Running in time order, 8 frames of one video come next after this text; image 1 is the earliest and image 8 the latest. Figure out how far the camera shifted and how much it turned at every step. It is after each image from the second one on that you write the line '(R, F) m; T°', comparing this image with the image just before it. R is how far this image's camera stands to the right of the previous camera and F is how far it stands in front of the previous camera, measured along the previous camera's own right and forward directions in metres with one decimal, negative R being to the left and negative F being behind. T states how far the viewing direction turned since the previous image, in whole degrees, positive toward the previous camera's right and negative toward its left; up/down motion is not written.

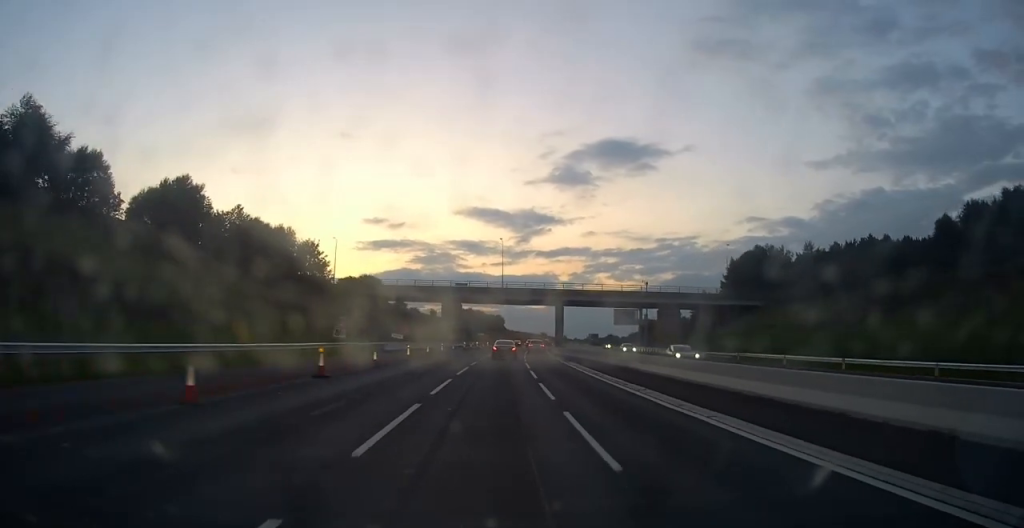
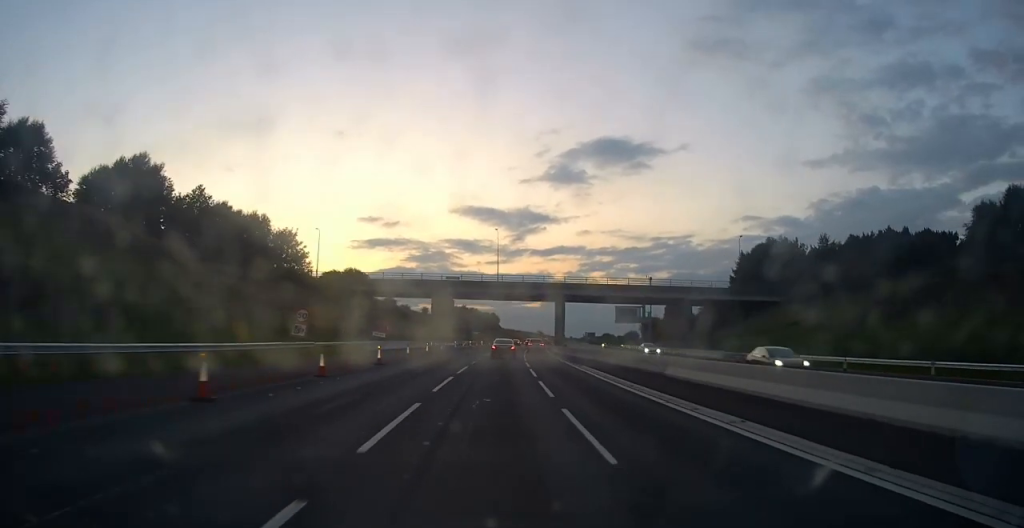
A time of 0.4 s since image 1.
(0.0, +8.7) m; +1°
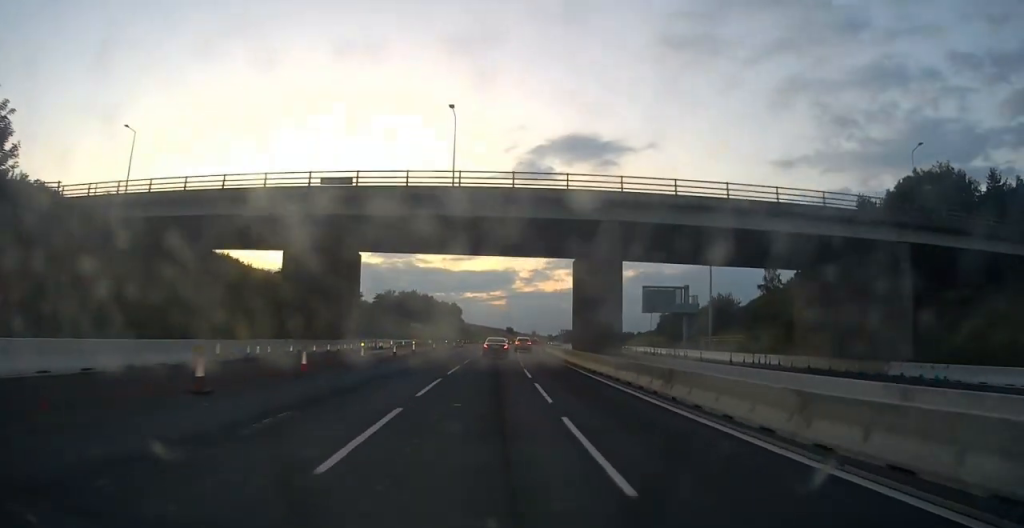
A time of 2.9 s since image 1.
(+1.3, +56.4) m; +2°
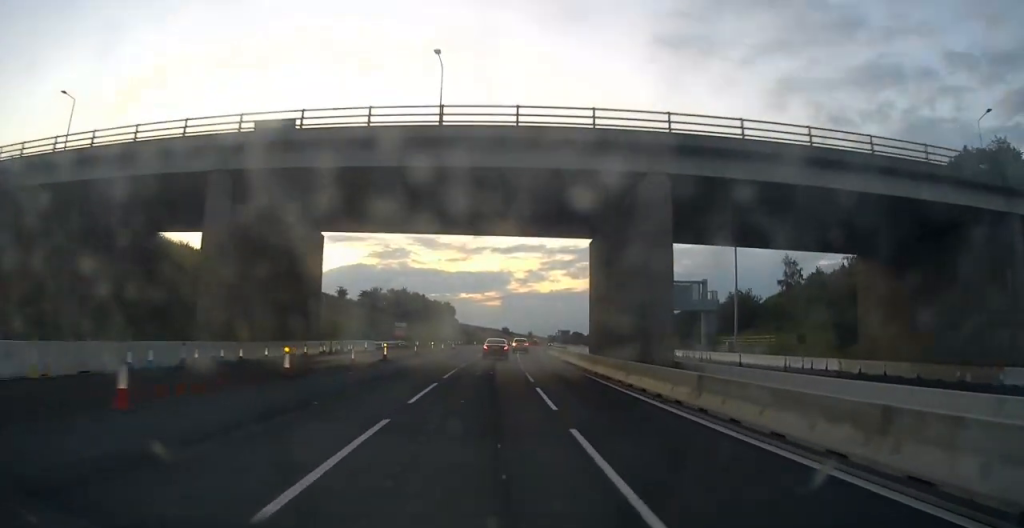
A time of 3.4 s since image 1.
(0.0, +10.6) m; +1°
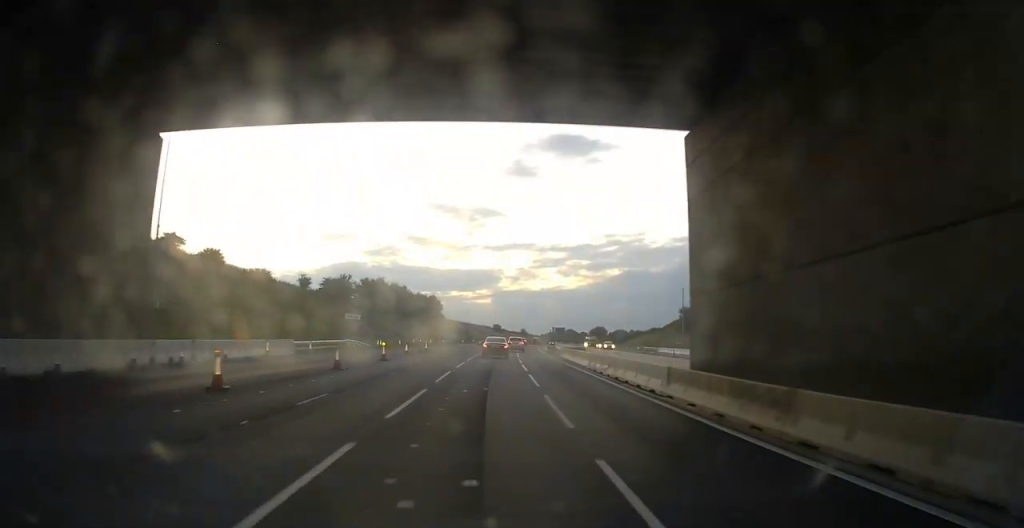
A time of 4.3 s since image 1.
(+0.6, +21.3) m; +1°
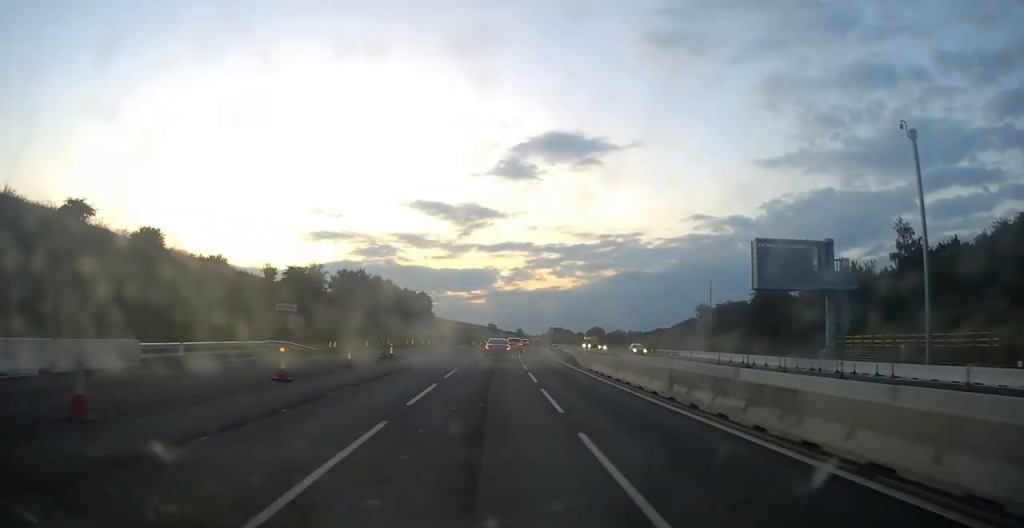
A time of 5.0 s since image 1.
(+0.1, +16.1) m; -1°
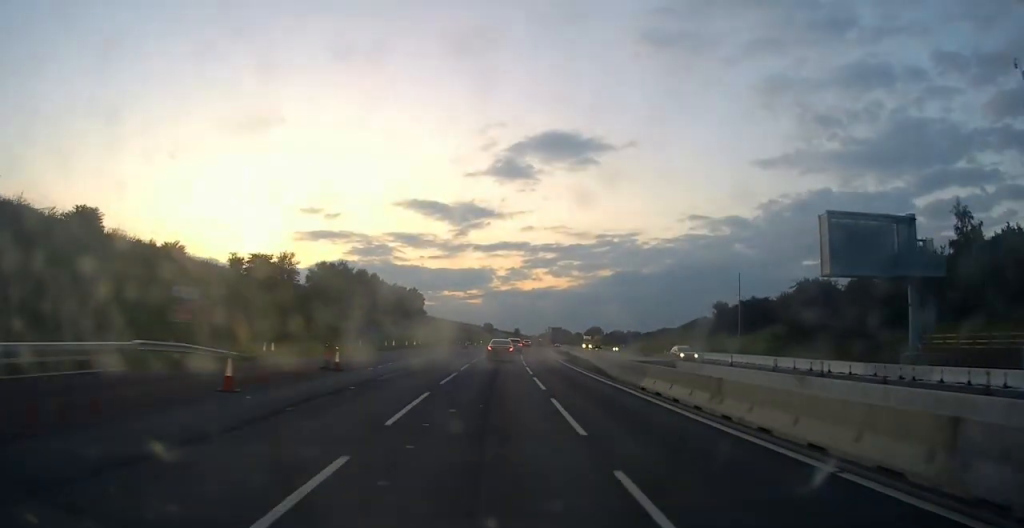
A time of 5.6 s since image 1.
(-0.1, +12.2) m; 0°
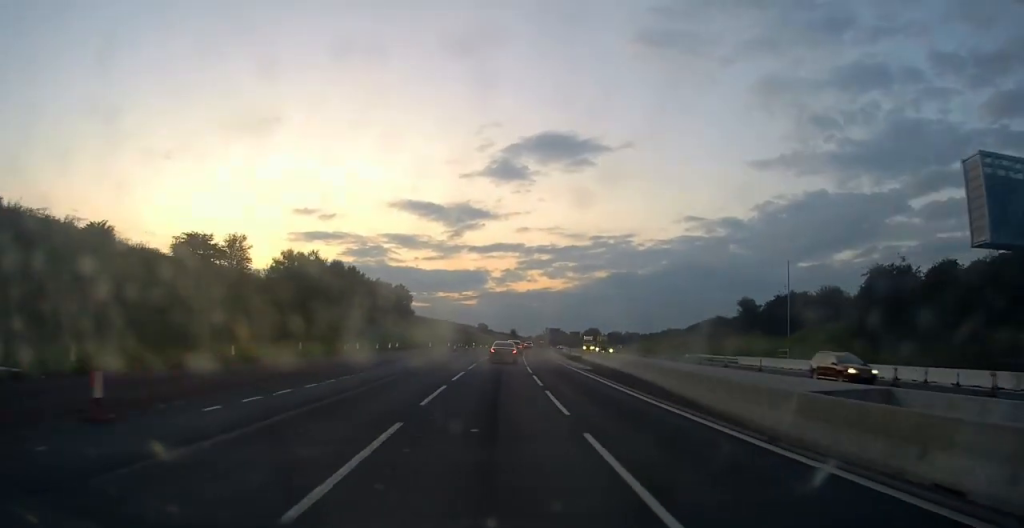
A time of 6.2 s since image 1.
(-0.3, +15.2) m; +1°
